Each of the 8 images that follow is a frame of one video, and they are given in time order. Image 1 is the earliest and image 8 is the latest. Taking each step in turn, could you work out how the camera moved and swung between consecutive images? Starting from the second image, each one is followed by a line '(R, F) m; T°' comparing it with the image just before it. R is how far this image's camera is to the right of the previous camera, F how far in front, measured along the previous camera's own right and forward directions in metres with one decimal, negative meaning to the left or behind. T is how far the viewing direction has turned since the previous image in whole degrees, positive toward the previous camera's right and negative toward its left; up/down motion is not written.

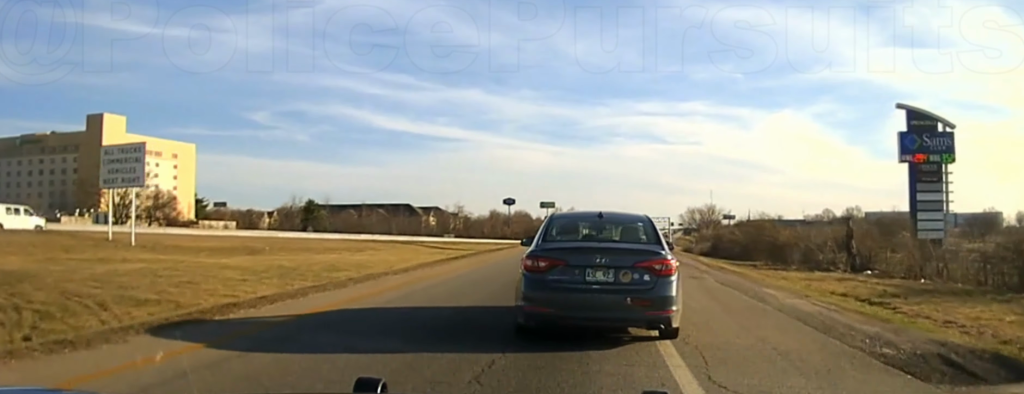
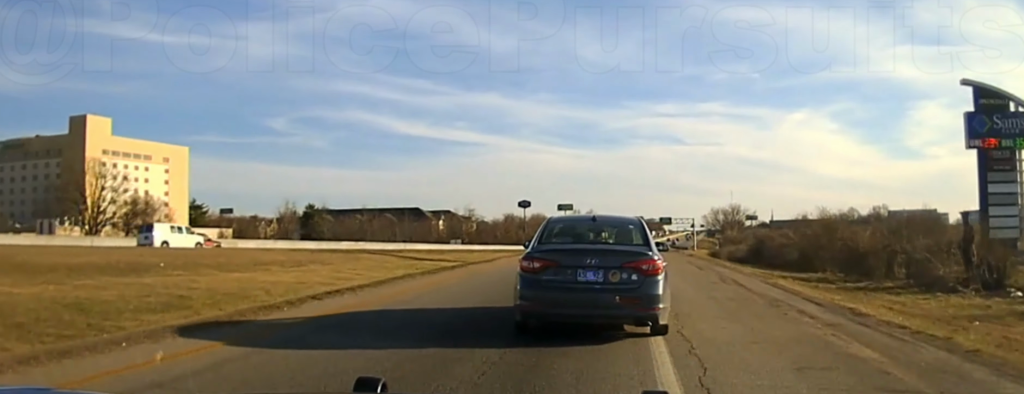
(+0.1, +14.8) m; 0°
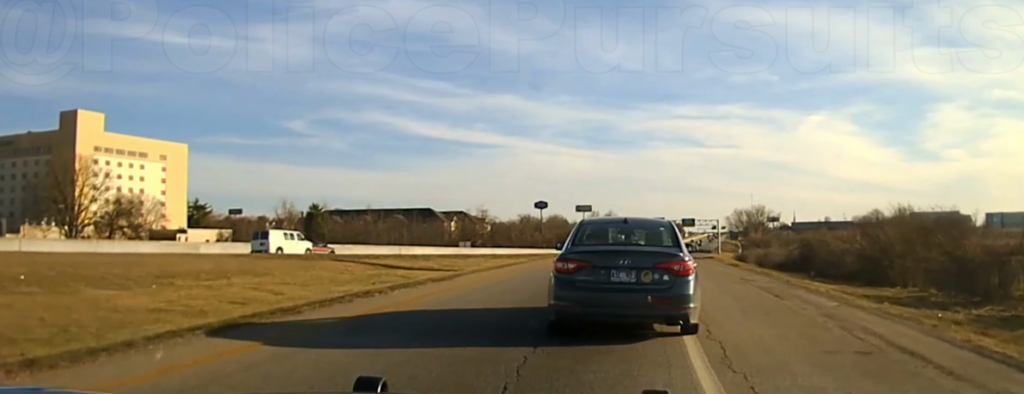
(0.0, +12.0) m; -1°
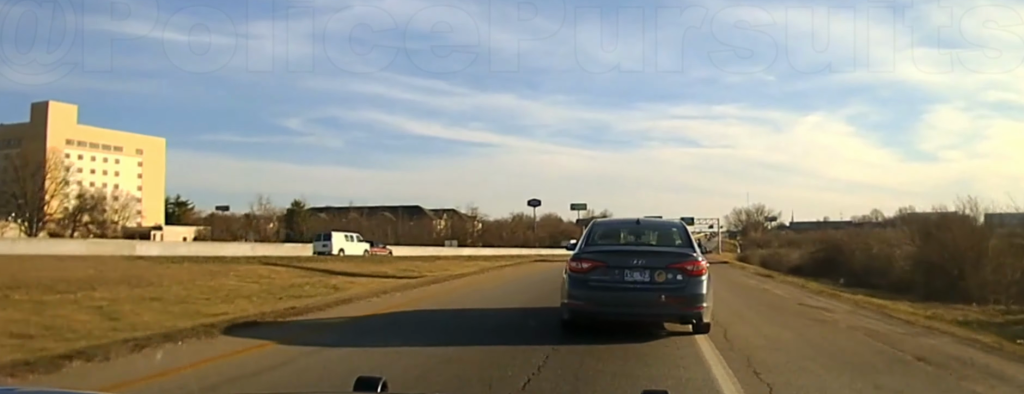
(-0.1, +11.5) m; 0°
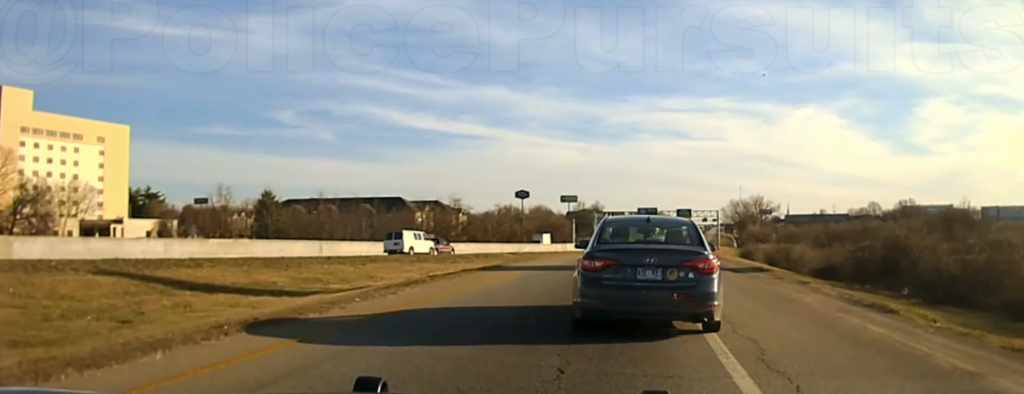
(-0.2, +16.5) m; 0°
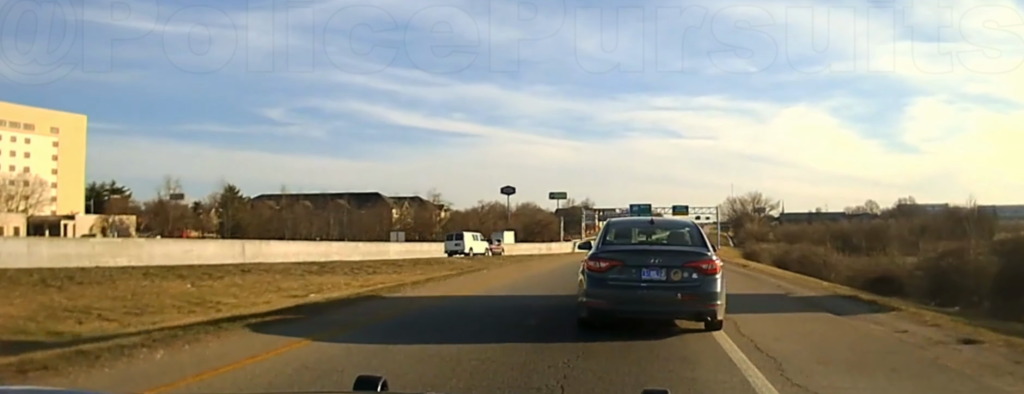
(+0.3, +18.5) m; 0°
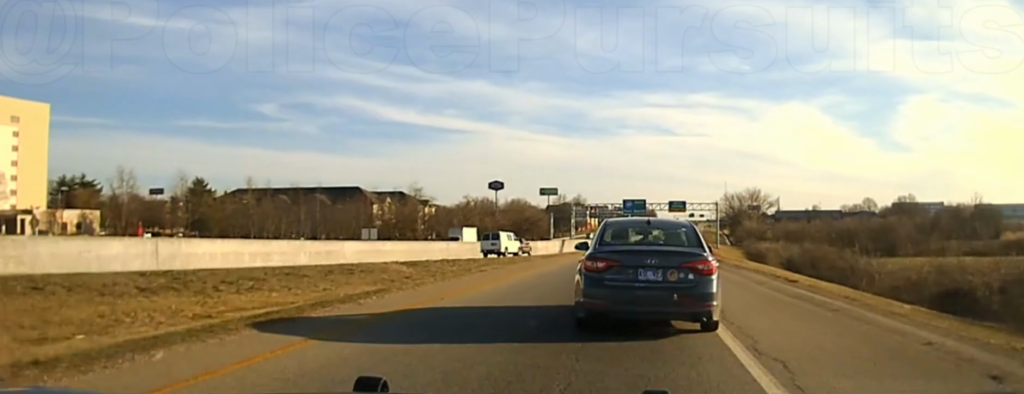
(+0.1, +13.0) m; 0°
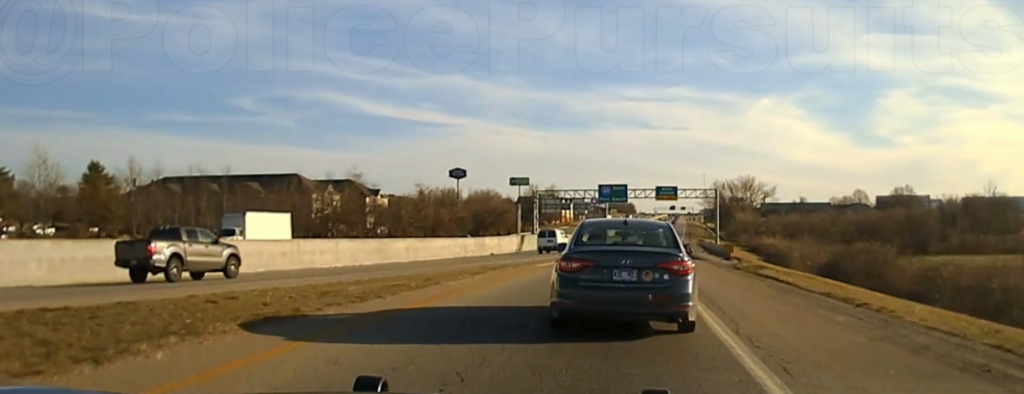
(-0.2, +29.9) m; 0°
